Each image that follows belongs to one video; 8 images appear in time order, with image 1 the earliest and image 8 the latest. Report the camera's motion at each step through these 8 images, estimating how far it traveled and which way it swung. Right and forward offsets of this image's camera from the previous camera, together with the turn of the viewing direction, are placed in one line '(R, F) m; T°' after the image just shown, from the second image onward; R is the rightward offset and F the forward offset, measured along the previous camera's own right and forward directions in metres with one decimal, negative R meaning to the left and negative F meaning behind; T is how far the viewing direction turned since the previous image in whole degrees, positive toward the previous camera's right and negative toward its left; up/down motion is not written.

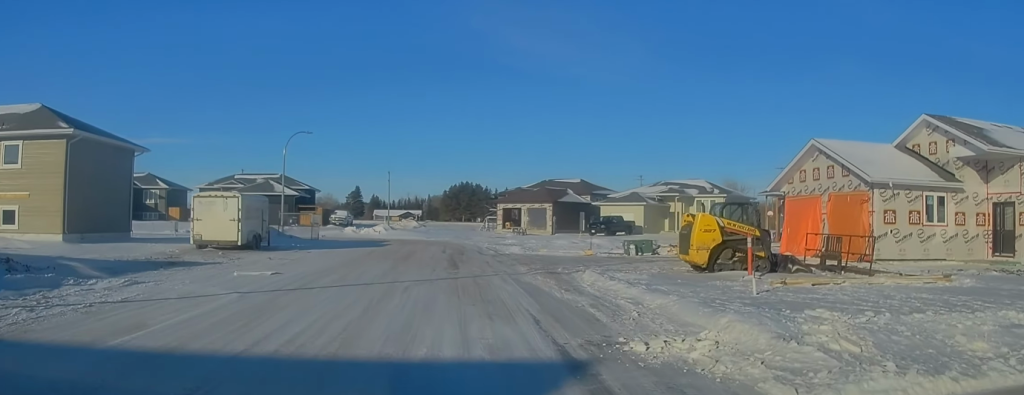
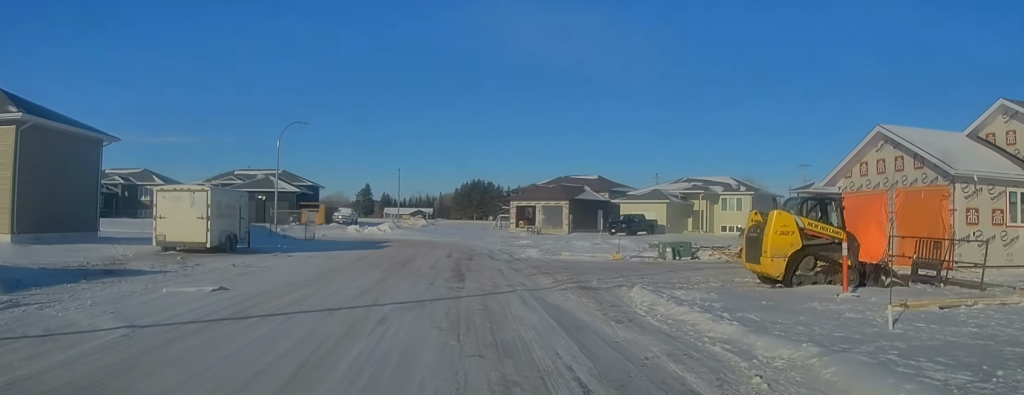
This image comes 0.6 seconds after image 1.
(-0.3, +4.5) m; -1°
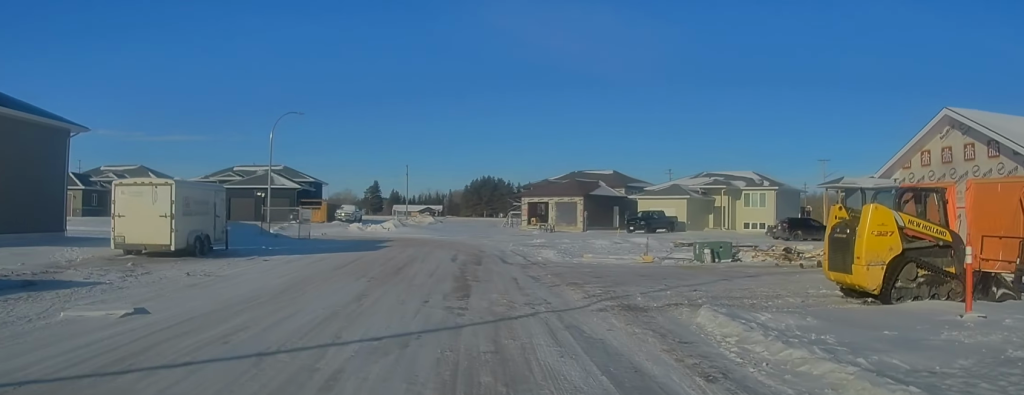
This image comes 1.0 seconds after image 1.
(-0.2, +3.7) m; 0°
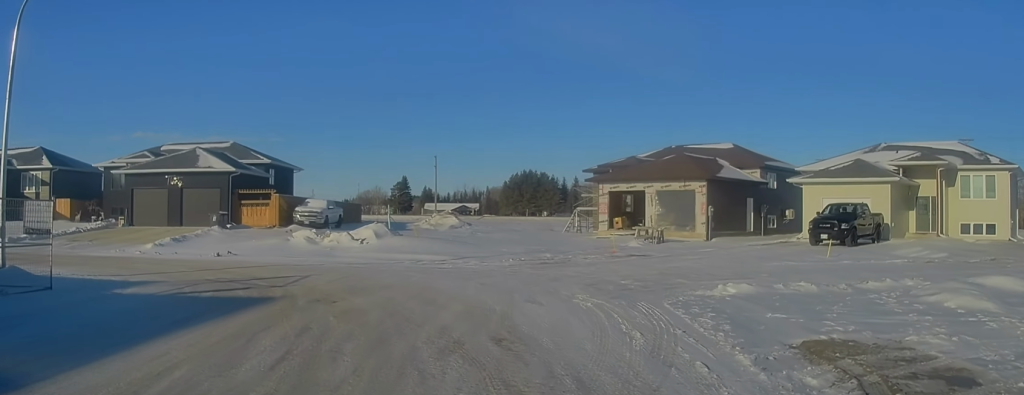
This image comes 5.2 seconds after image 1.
(-0.7, +29.9) m; -3°
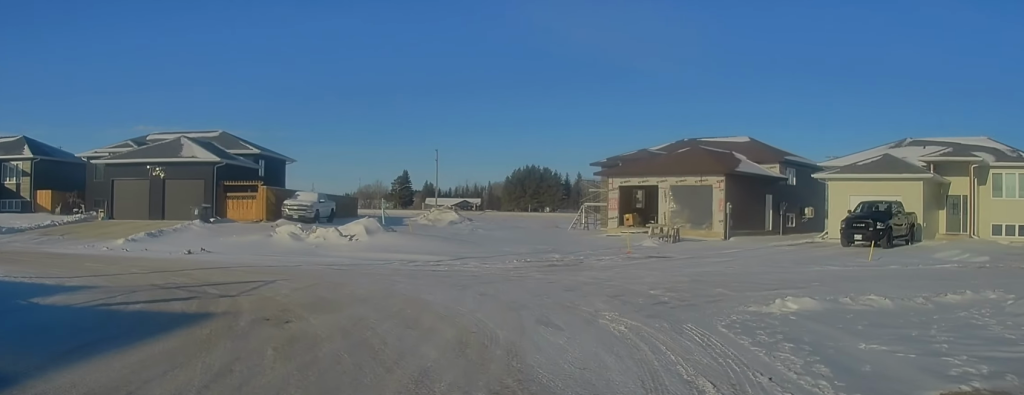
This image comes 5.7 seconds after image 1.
(0.0, +3.1) m; 0°
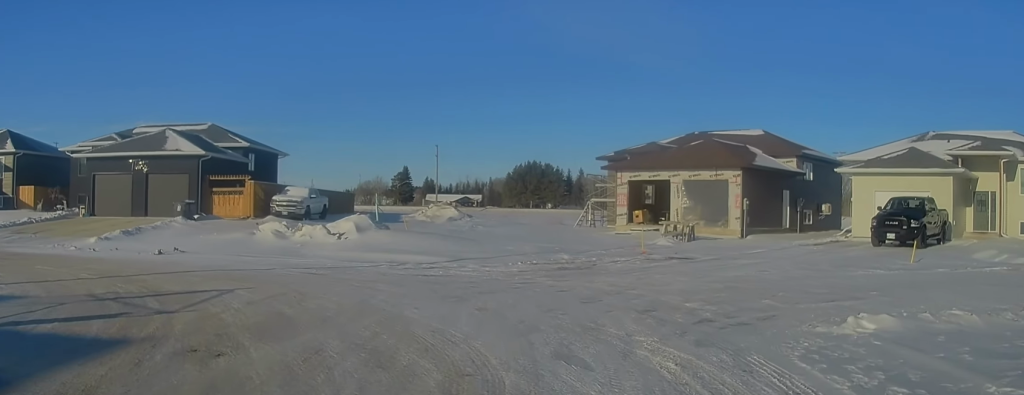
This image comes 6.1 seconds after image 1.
(0.0, +2.6) m; 0°
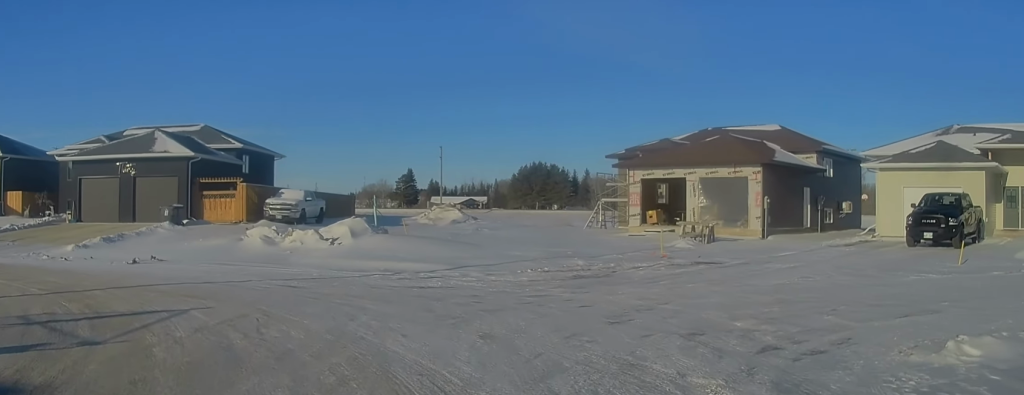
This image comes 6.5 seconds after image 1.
(0.0, +2.2) m; -2°
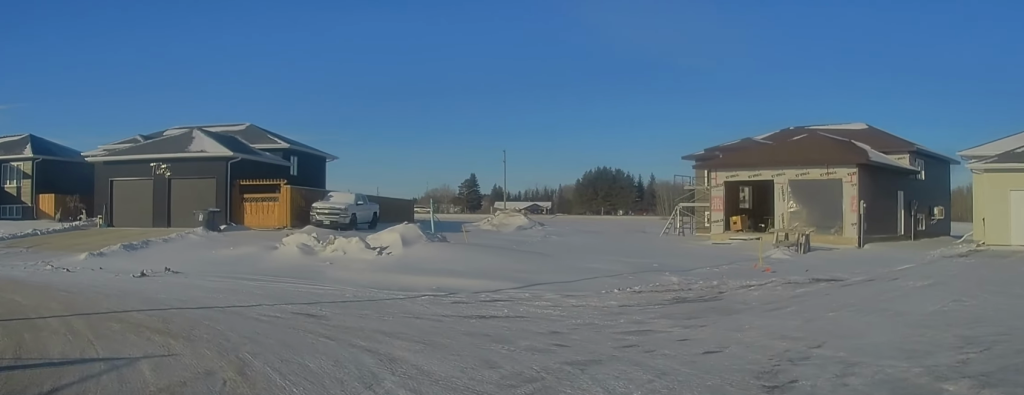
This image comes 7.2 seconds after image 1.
(0.0, +3.7) m; -5°
